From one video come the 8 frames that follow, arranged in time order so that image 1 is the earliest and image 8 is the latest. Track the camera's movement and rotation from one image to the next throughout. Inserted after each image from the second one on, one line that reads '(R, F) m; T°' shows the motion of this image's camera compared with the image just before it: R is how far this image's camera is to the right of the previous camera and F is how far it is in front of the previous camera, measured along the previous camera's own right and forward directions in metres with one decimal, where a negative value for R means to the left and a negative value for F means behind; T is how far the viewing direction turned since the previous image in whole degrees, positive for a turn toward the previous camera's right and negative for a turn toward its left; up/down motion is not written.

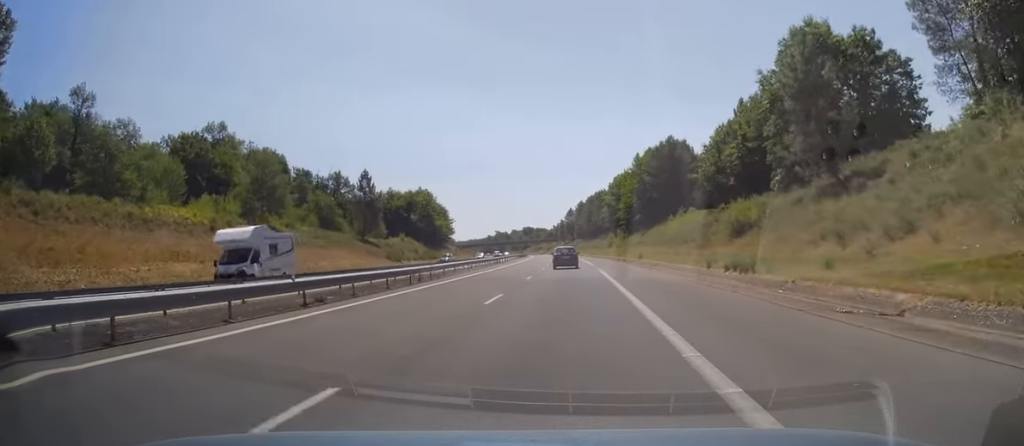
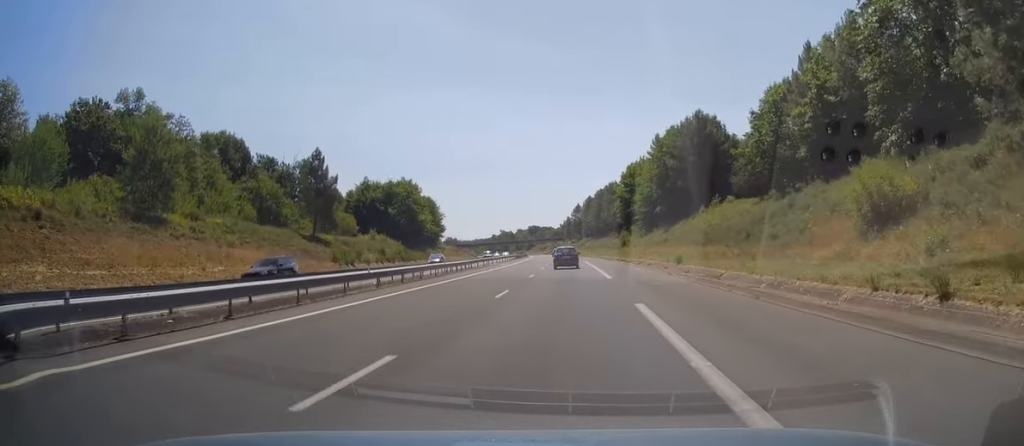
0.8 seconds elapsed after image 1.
(-0.2, +24.2) m; -1°
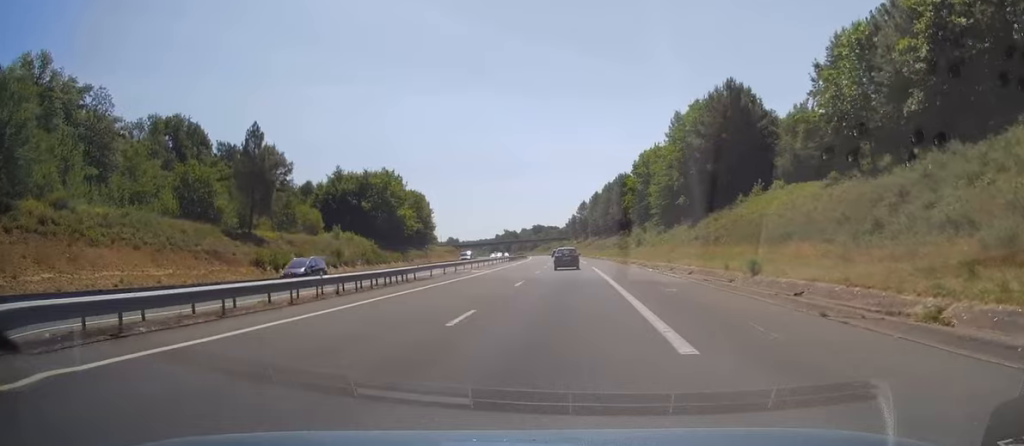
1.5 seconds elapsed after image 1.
(+0.1, +19.7) m; -1°
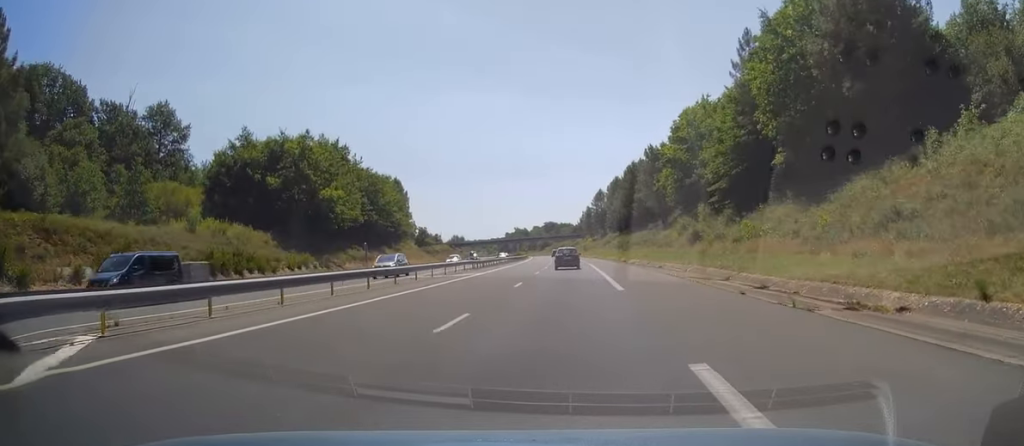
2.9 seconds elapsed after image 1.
(-0.5, +40.3) m; -1°
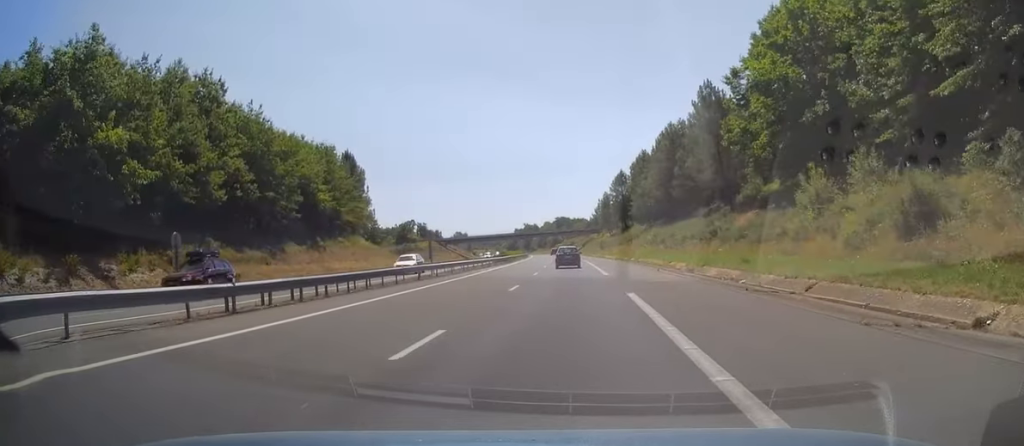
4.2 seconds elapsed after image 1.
(-0.6, +41.1) m; -2°
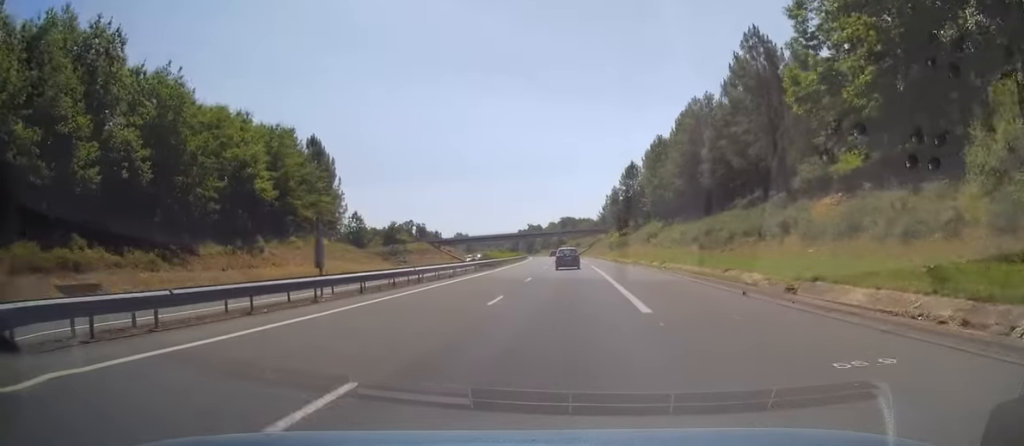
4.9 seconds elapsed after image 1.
(-0.2, +17.6) m; -1°
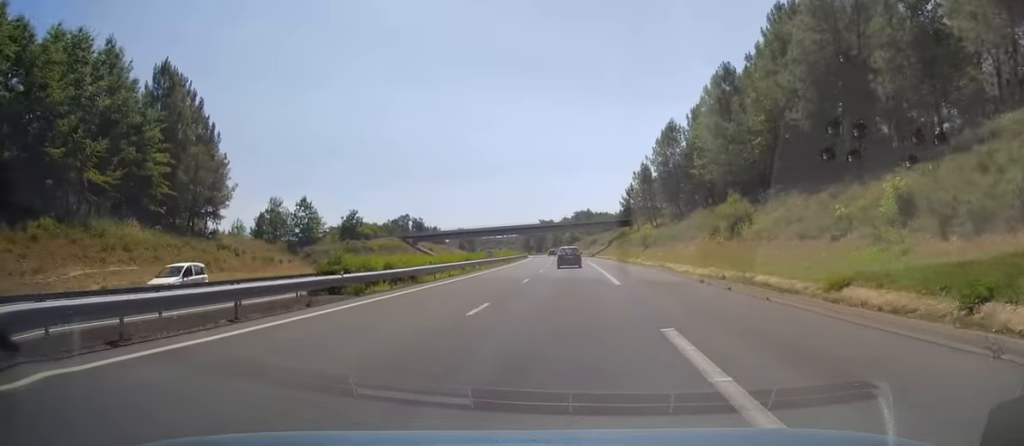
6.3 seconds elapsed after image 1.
(-0.3, +42.1) m; -1°
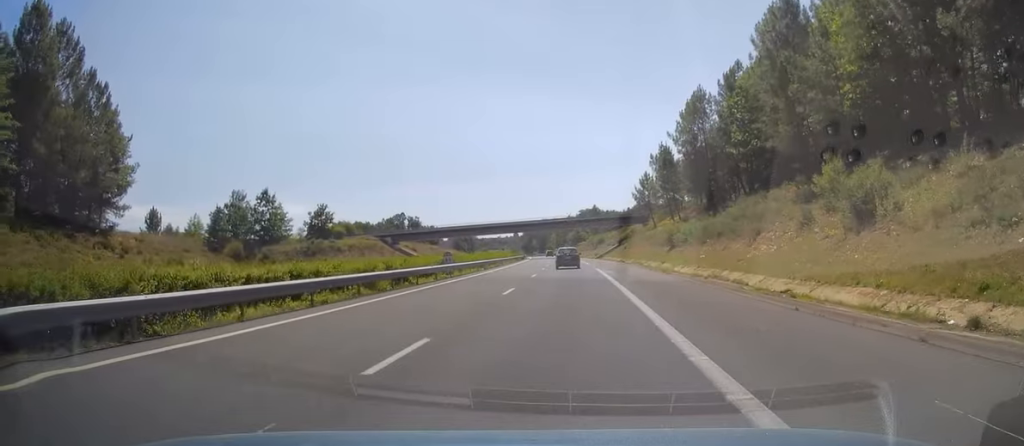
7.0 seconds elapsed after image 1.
(0.0, +19.7) m; 0°
